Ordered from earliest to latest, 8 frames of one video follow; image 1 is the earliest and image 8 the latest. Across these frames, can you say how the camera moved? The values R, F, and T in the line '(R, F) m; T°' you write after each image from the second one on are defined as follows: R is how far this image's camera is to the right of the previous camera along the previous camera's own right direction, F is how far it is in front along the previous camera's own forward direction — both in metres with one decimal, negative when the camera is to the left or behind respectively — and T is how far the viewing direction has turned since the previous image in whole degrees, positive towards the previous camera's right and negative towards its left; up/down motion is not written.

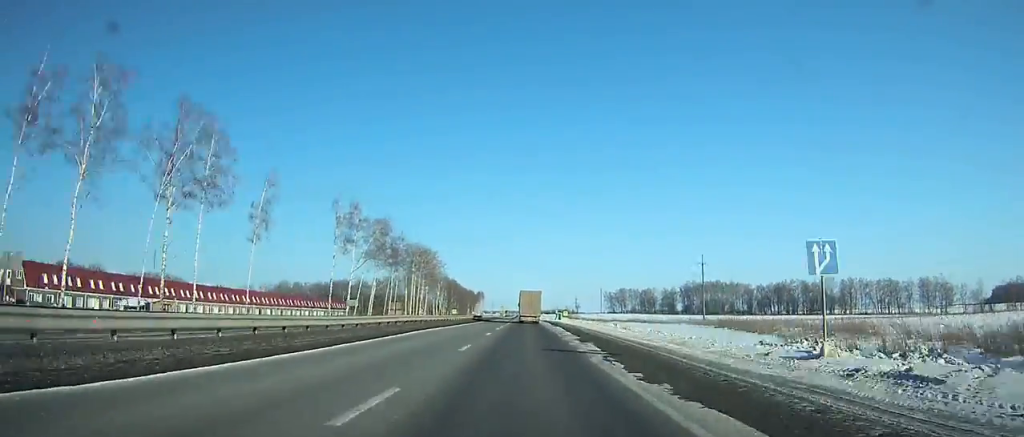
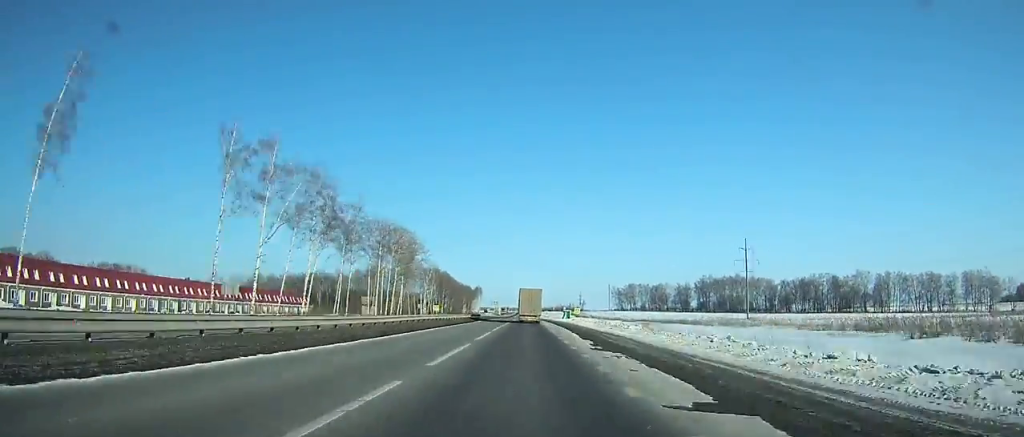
(-0.1, +38.2) m; 0°
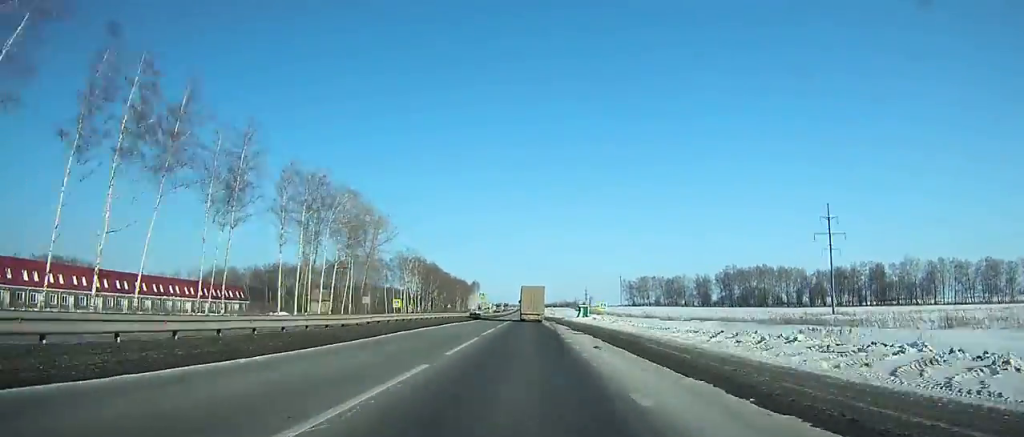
(0.0, +45.0) m; 0°
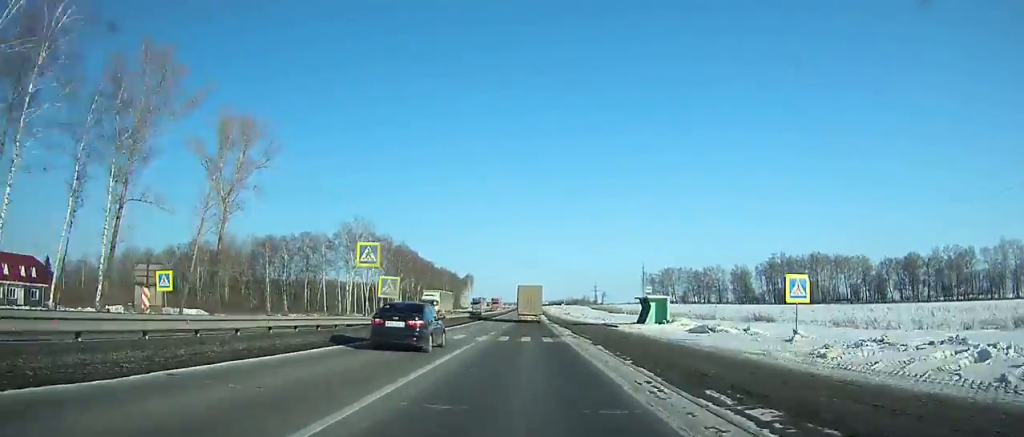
(-0.1, +68.3) m; 0°
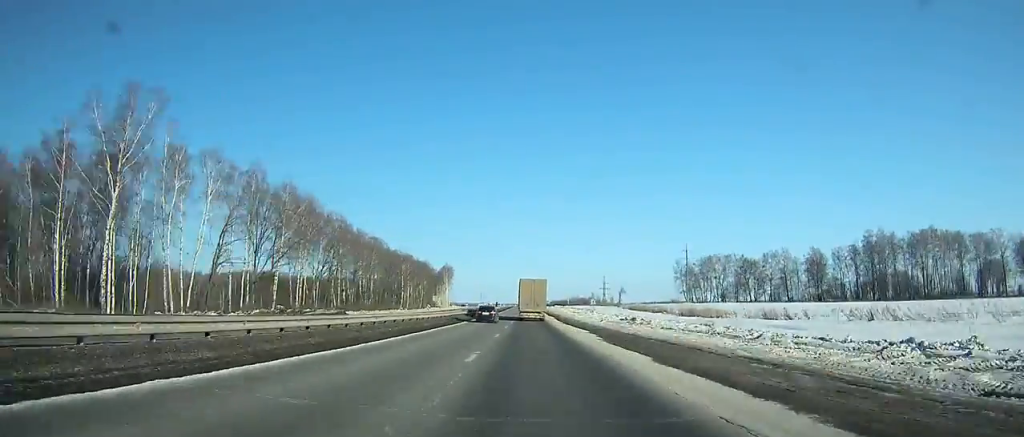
(+0.3, +89.1) m; +1°
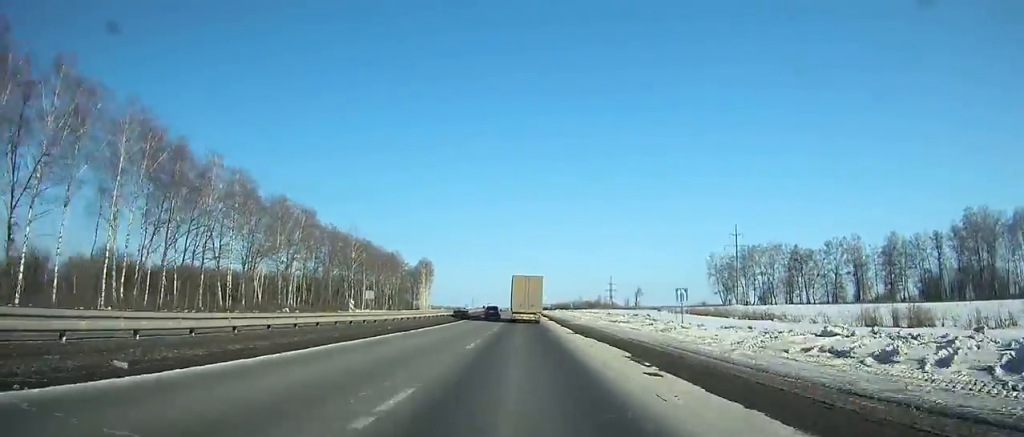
(+0.2, +53.4) m; 0°
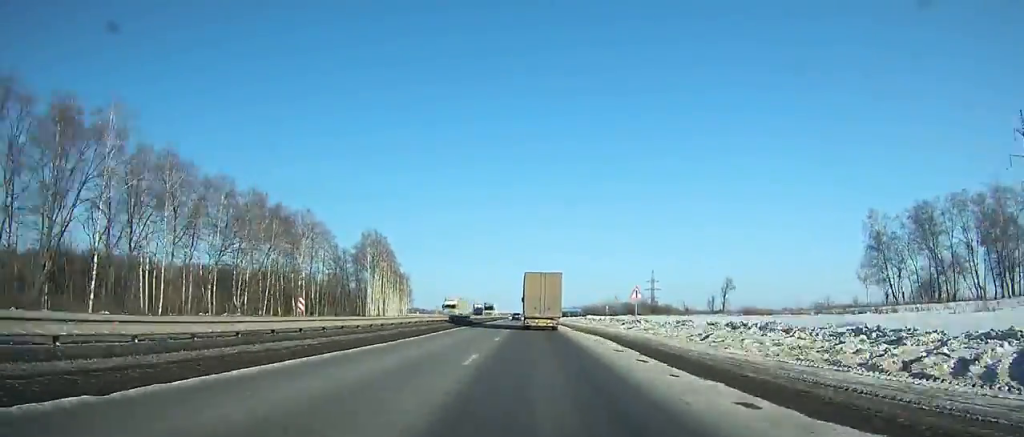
(-0.8, +97.5) m; -1°
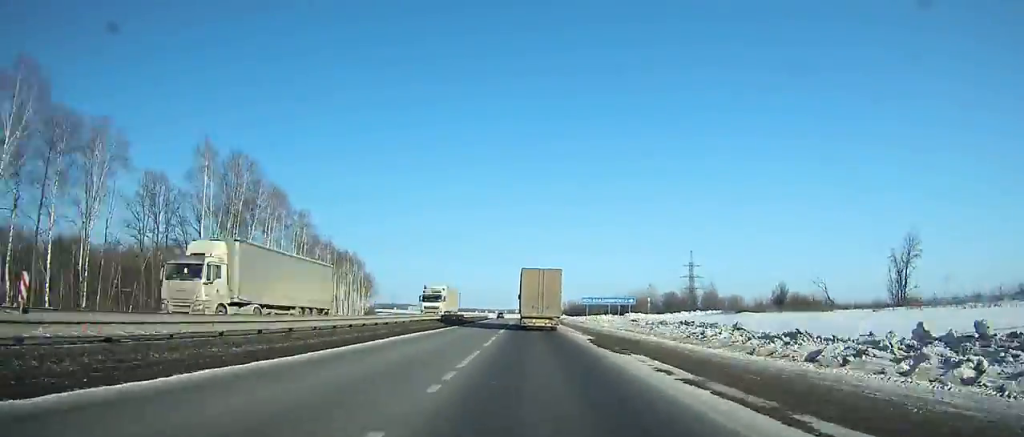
(0.0, +76.1) m; 0°
